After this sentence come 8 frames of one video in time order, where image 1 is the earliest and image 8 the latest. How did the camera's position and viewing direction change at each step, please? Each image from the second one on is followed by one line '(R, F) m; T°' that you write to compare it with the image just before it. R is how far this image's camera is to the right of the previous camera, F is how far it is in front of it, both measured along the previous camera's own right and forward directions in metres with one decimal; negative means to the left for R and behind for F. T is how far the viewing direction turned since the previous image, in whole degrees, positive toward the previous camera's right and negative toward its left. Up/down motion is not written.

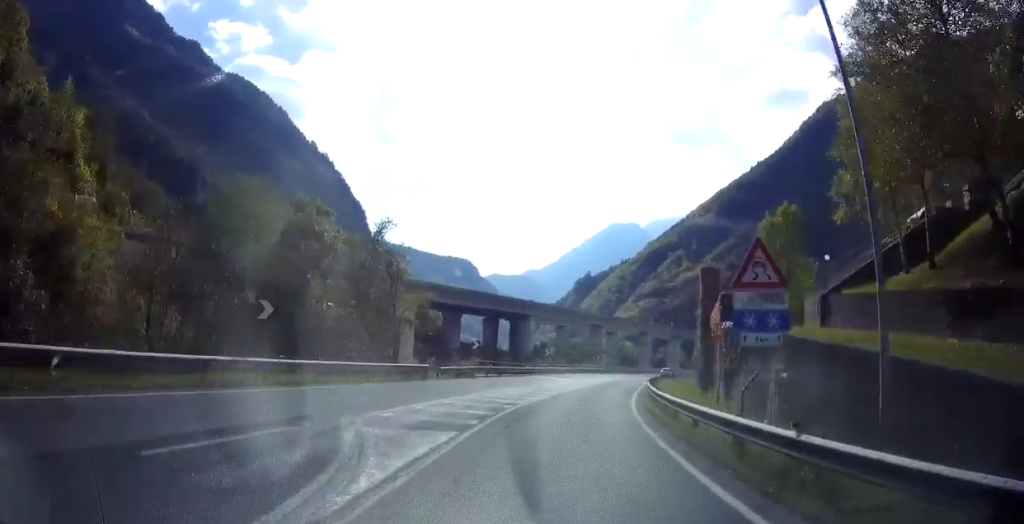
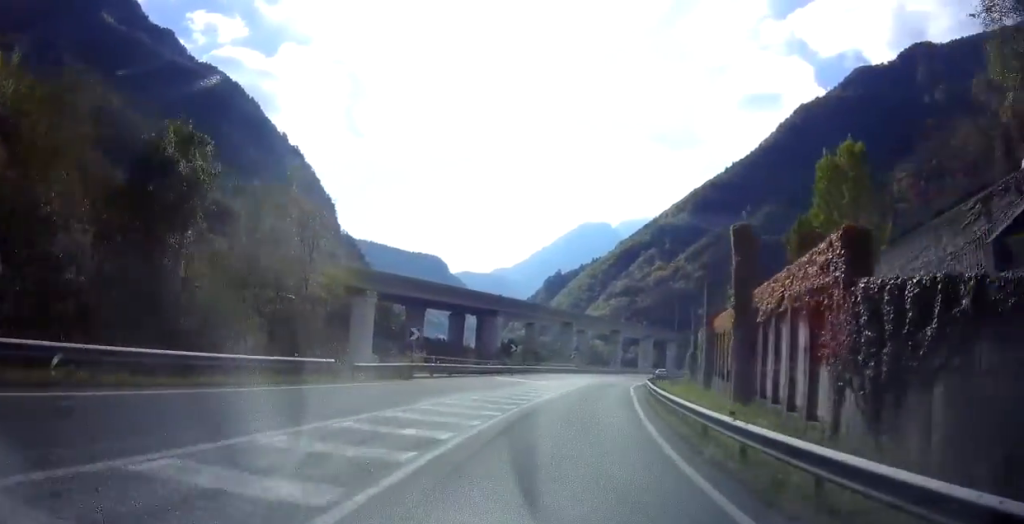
(+0.1, +9.1) m; +3°
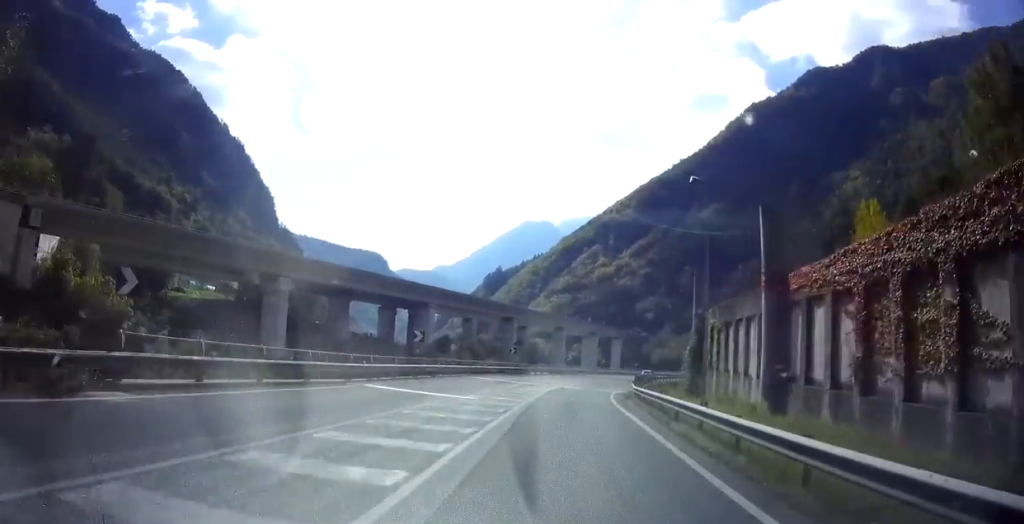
(+1.1, +17.1) m; +6°
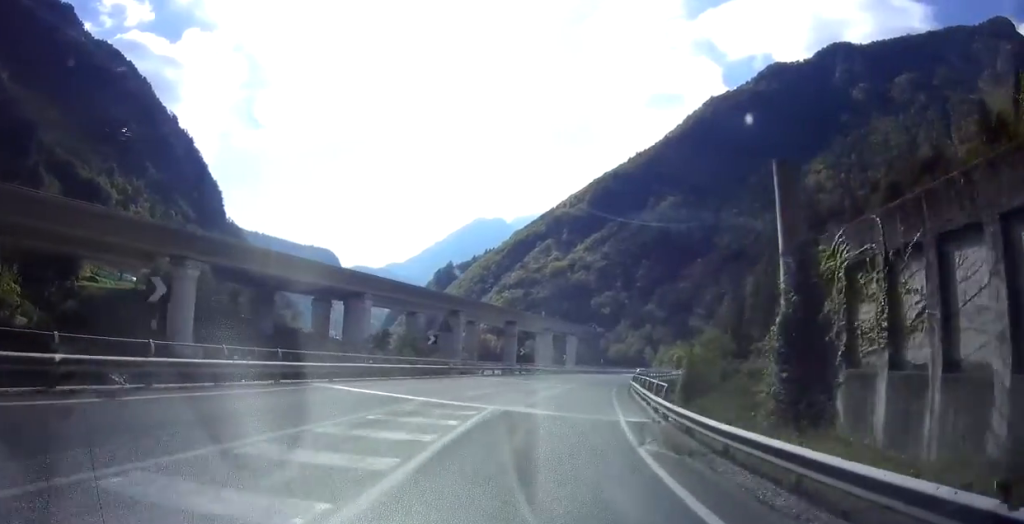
(+0.7, +18.1) m; +6°
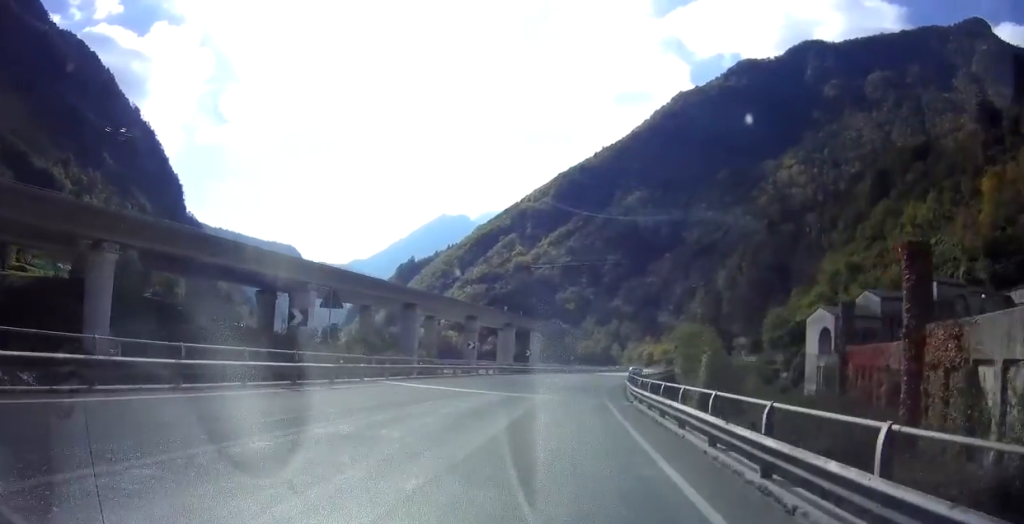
(+0.7, +13.8) m; +4°
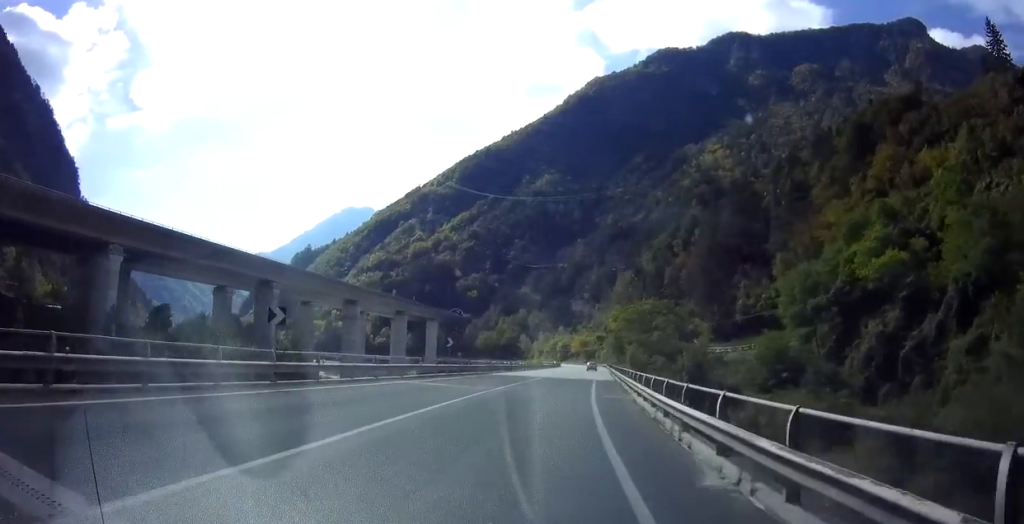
(+3.3, +41.1) m; +9°
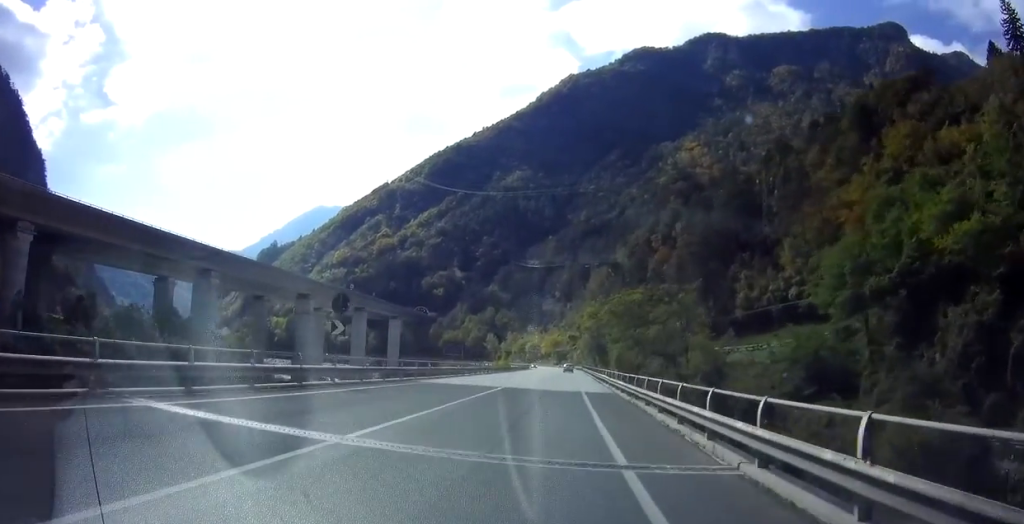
(+0.6, +16.0) m; +3°
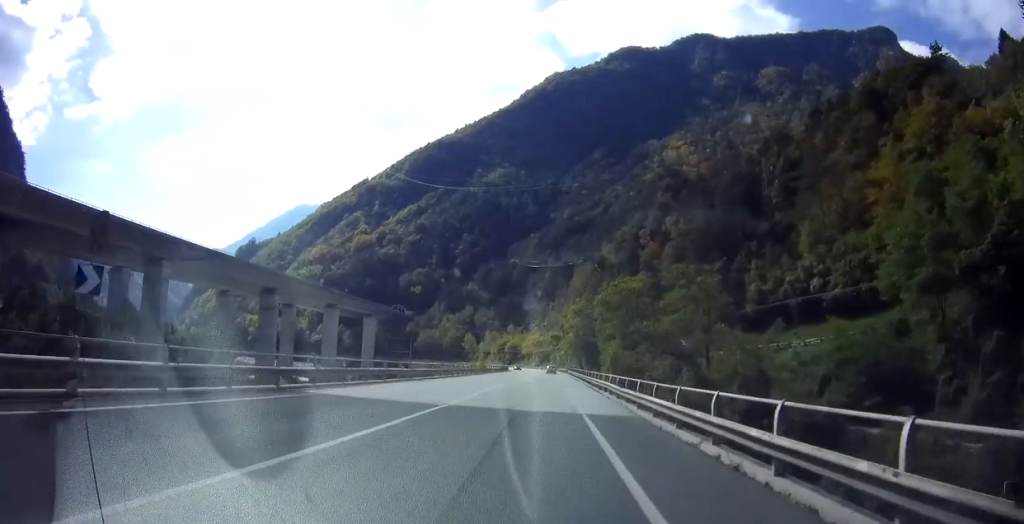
(+0.3, +12.6) m; +2°
